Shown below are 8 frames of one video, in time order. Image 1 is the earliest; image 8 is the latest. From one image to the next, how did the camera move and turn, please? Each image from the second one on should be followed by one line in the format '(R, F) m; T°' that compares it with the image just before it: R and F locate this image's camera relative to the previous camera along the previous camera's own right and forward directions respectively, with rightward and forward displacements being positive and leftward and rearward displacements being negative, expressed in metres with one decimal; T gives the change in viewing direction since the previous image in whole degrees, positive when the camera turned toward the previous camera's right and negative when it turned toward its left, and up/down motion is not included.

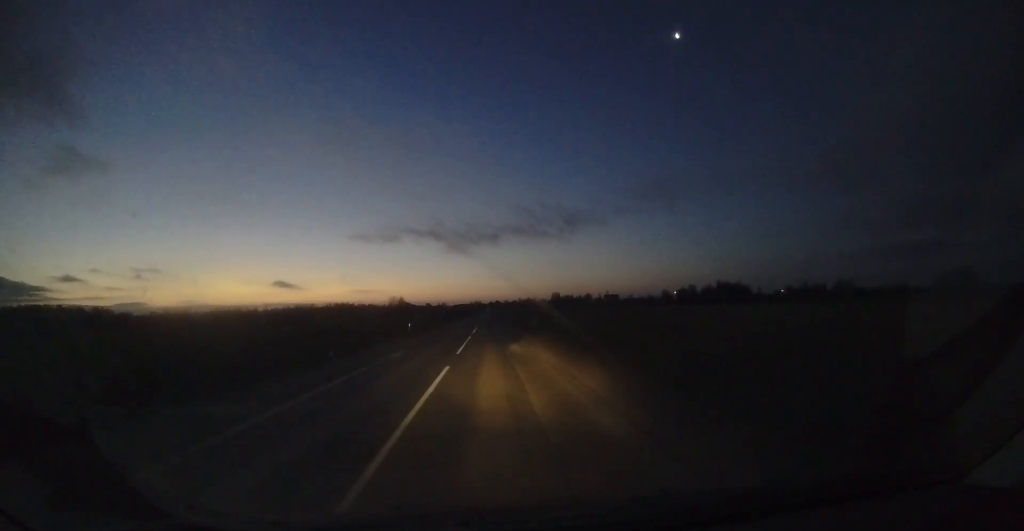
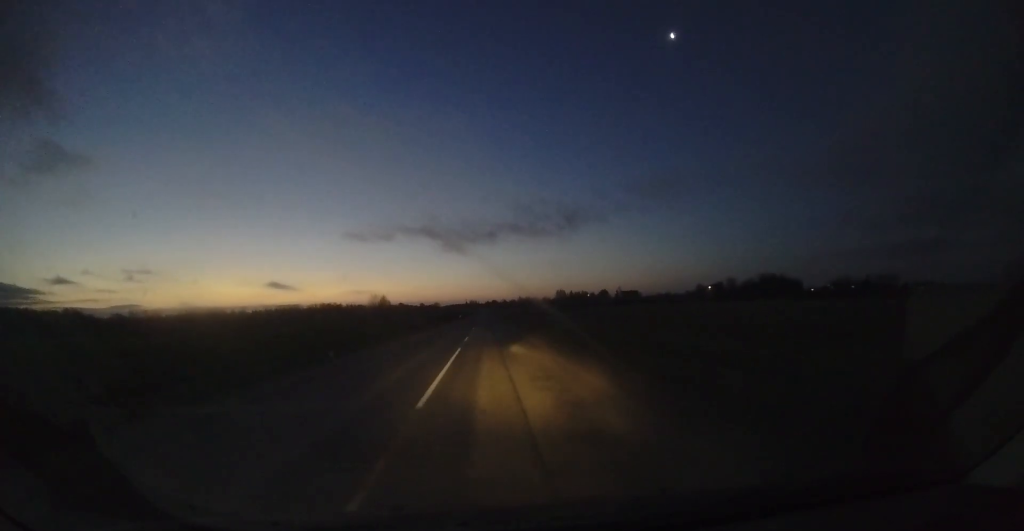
(+0.8, +42.8) m; +1°
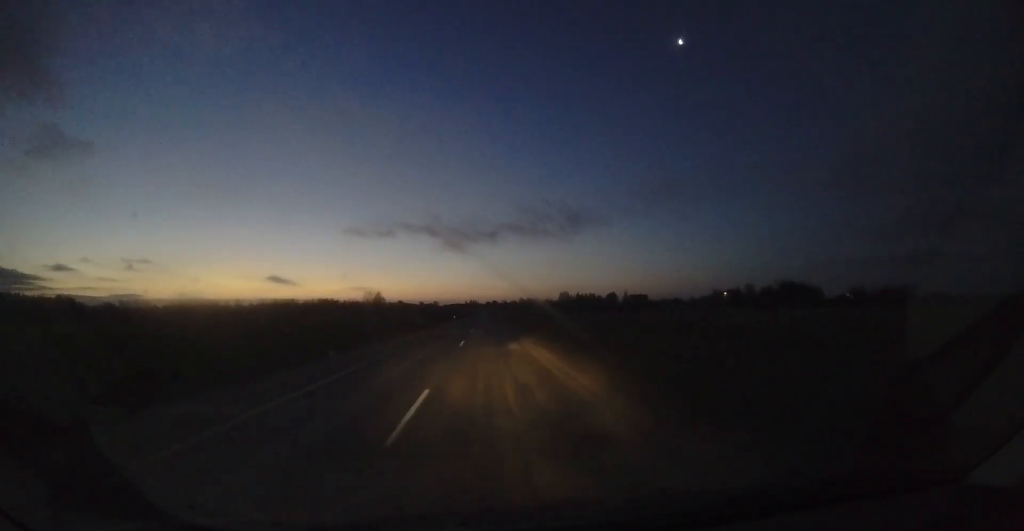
(0.0, +13.3) m; -1°
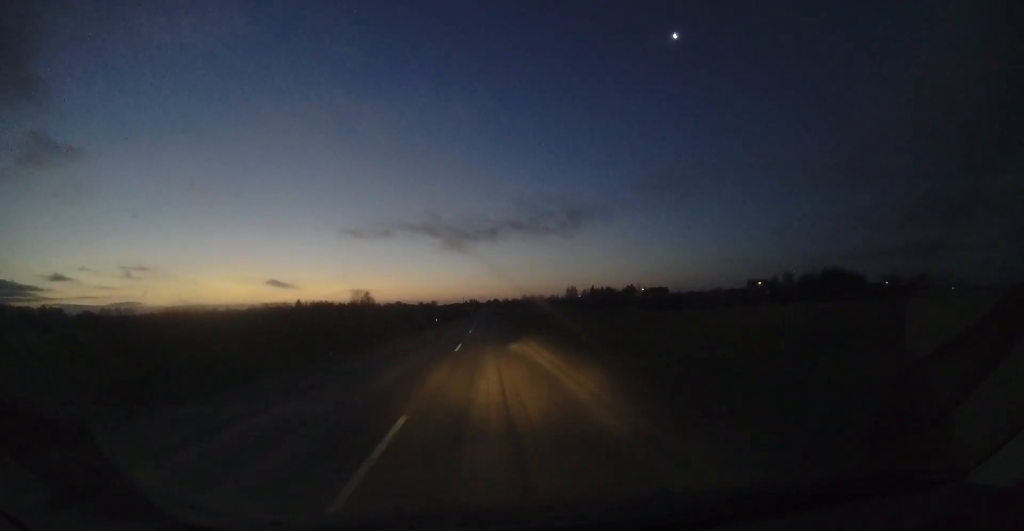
(-0.4, +25.5) m; -1°
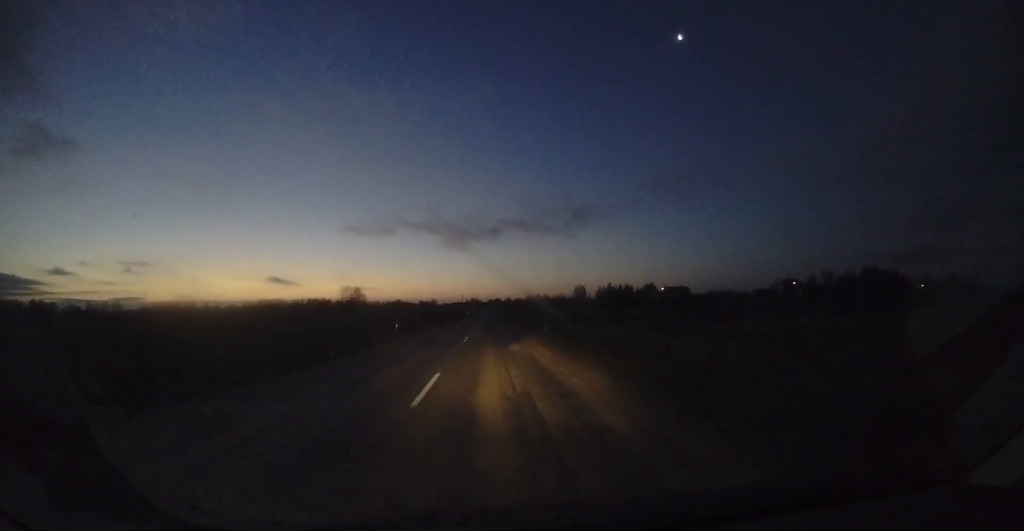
(-0.2, +20.4) m; -1°
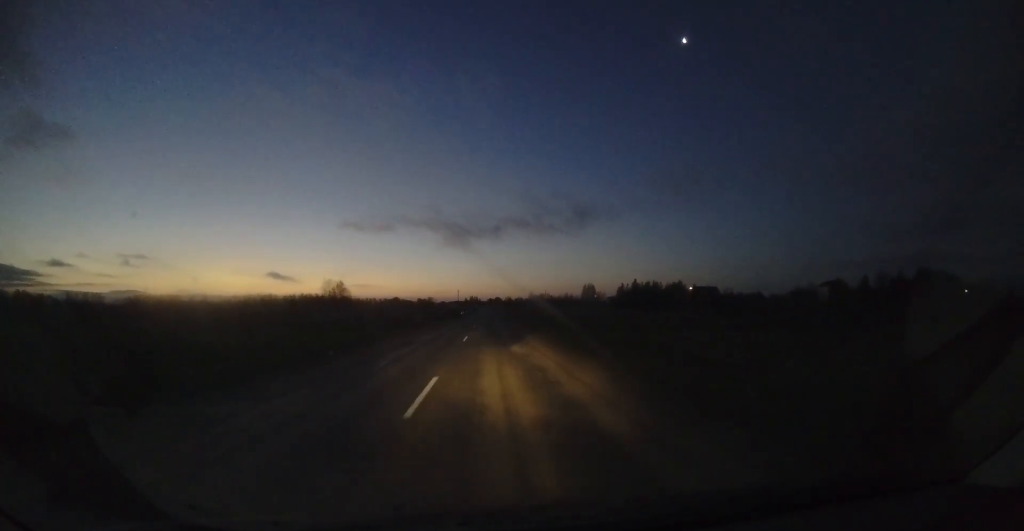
(0.0, +24.4) m; 0°
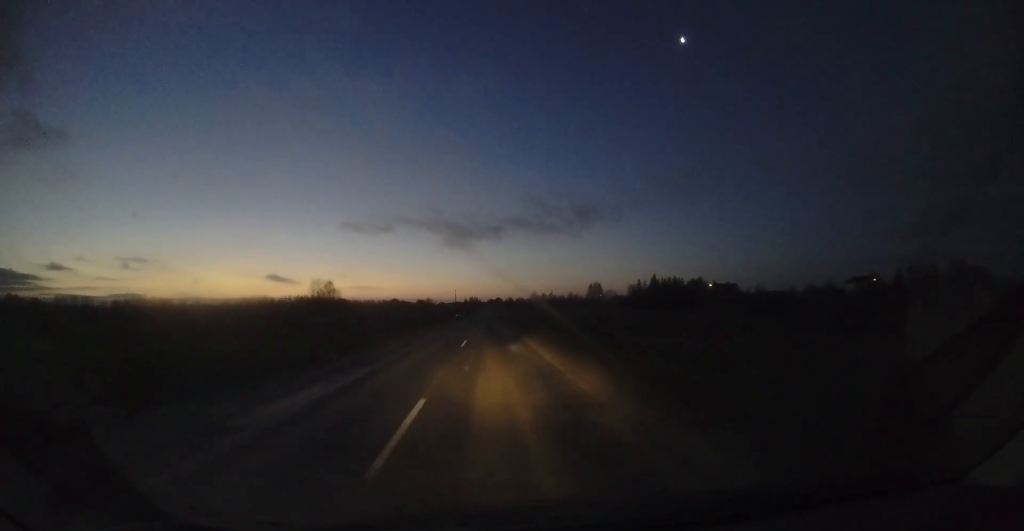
(-0.1, +13.1) m; 0°
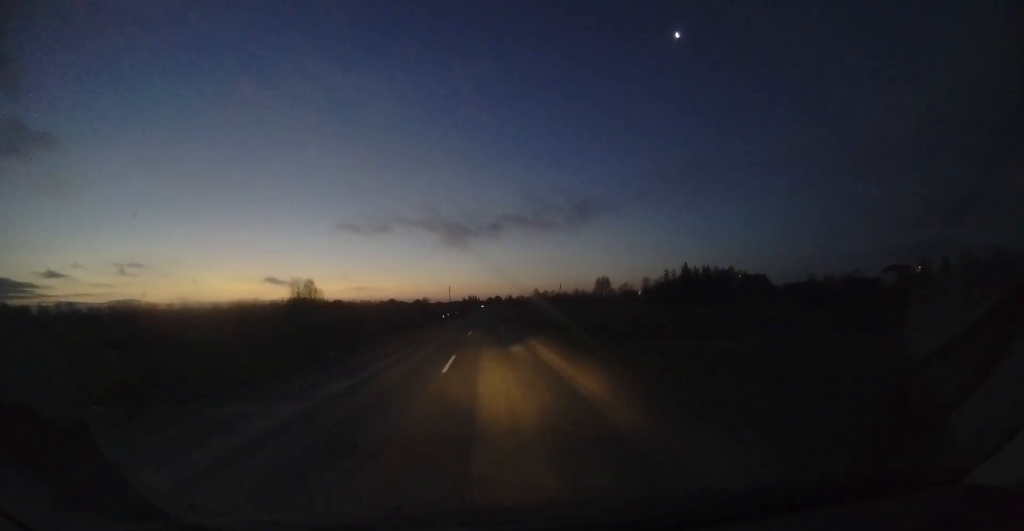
(+0.1, +18.6) m; 0°
